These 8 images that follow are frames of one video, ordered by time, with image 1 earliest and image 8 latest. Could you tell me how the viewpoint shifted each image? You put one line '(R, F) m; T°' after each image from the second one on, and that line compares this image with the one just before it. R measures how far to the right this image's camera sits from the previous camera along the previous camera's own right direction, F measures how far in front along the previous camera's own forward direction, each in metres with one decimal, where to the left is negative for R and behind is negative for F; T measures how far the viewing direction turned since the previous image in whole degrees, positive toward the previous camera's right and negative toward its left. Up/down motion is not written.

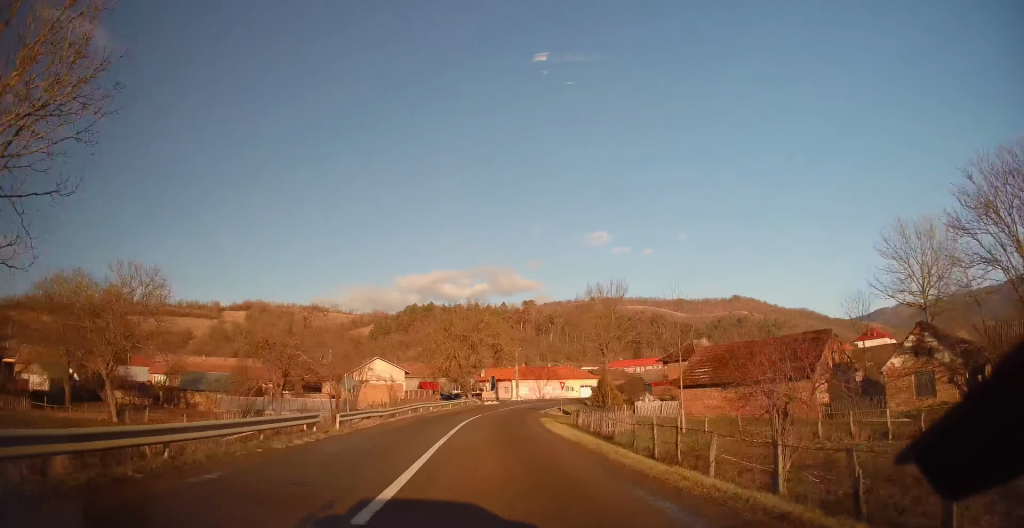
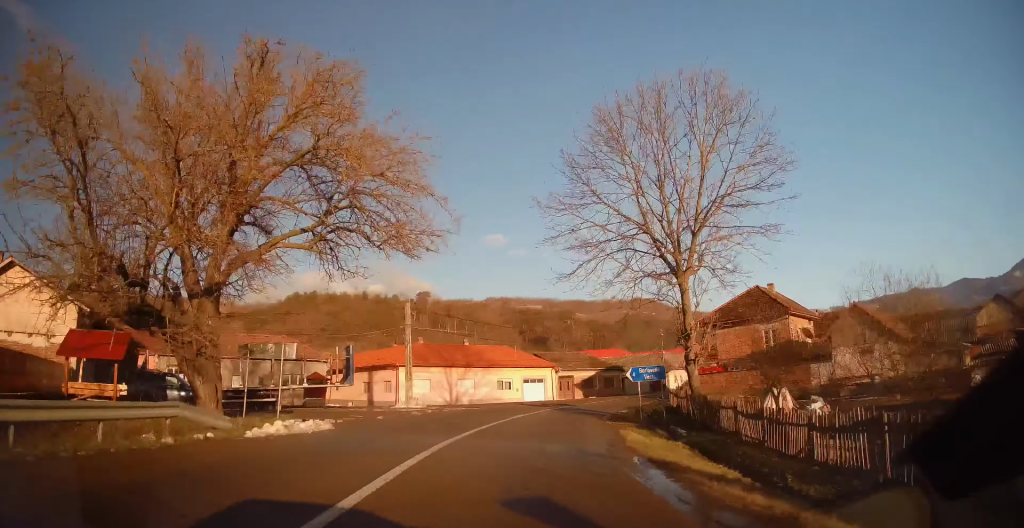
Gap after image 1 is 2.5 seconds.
(+3.4, +46.2) m; +14°
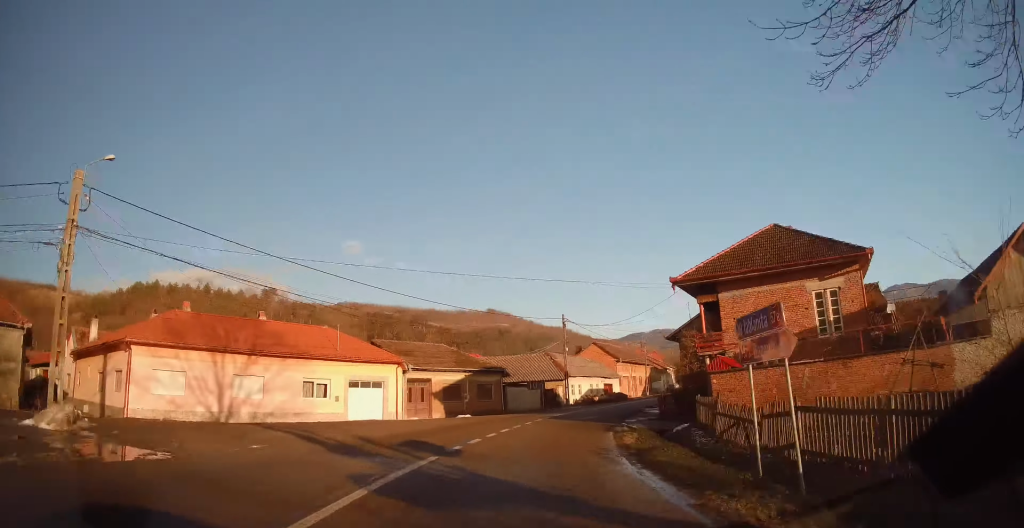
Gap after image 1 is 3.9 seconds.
(+3.2, +23.4) m; +17°
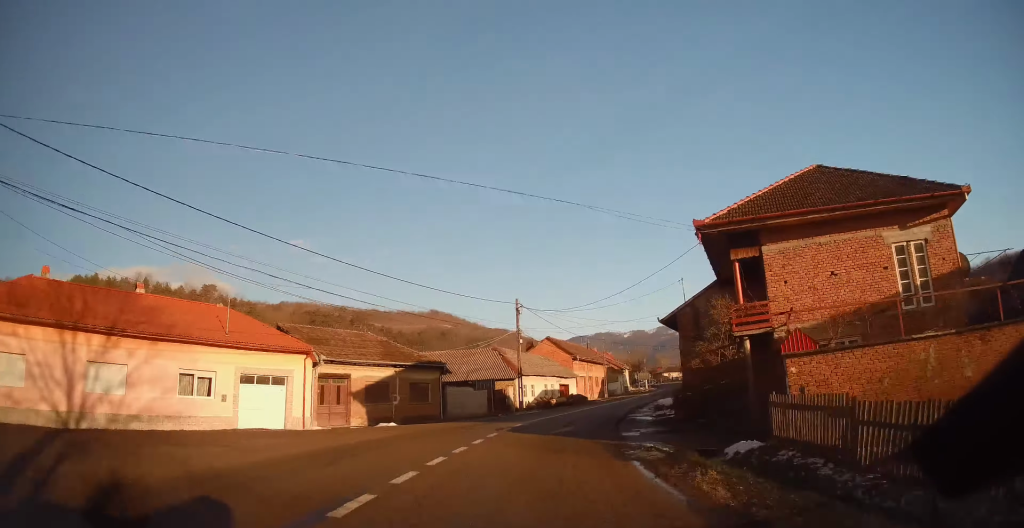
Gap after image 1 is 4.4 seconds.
(+0.6, +8.6) m; +7°
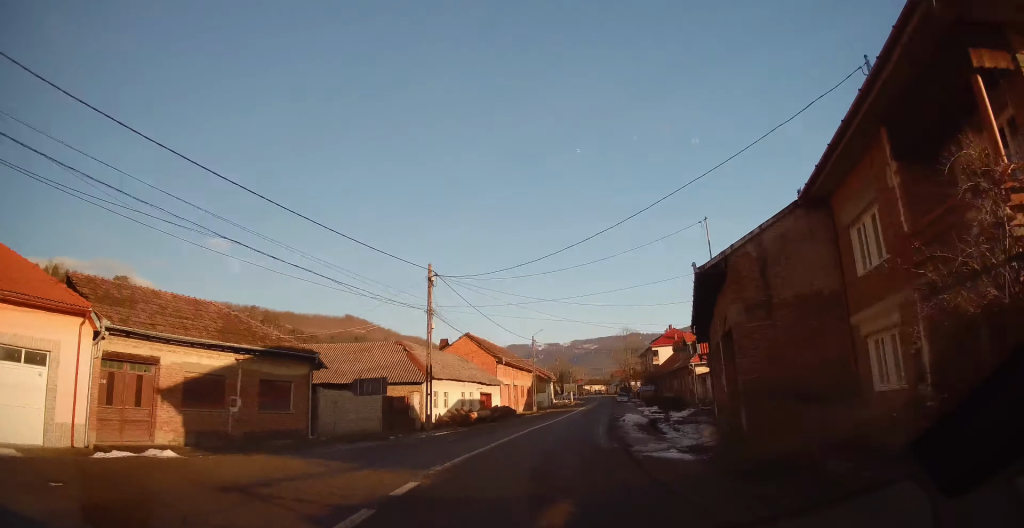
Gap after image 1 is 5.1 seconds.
(+1.0, +12.0) m; +8°
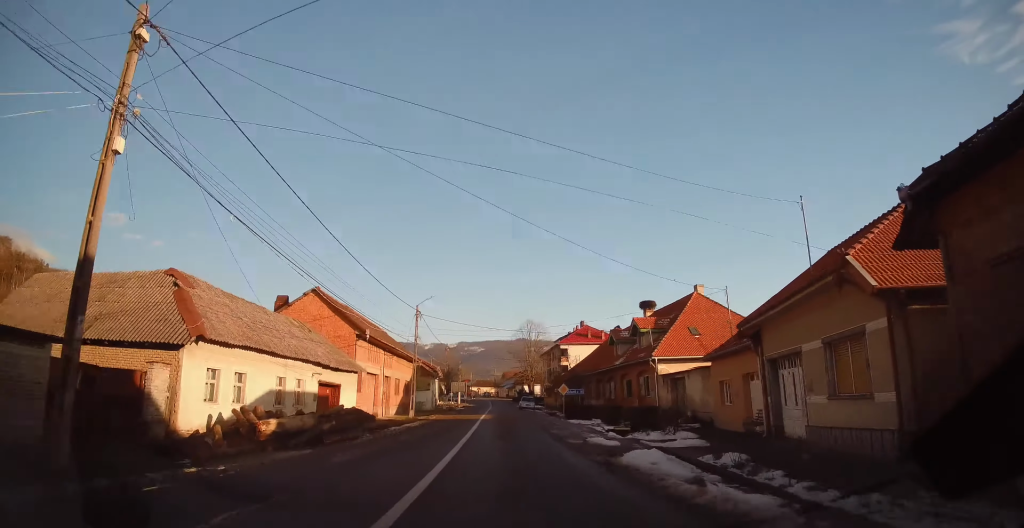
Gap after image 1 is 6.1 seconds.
(+1.9, +18.2) m; +8°
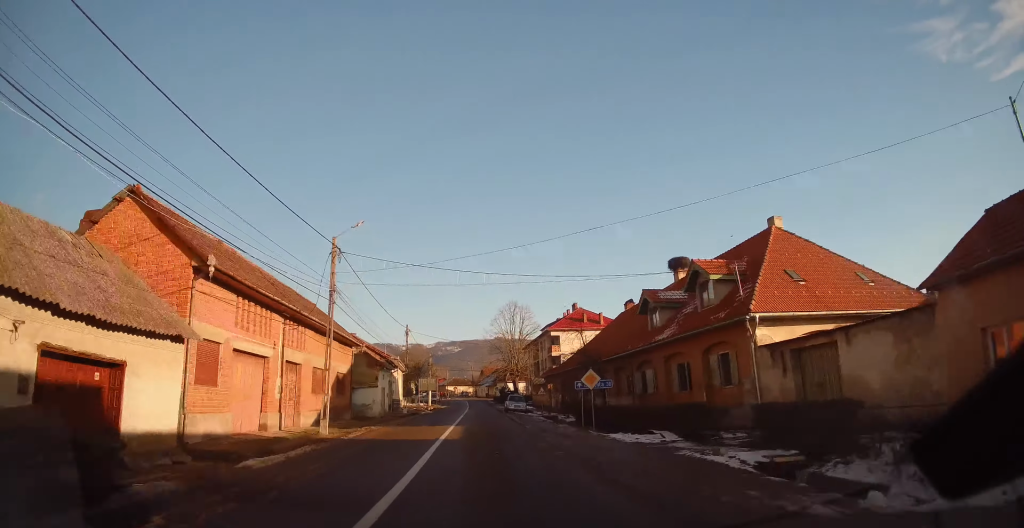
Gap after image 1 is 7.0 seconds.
(+0.5, +16.5) m; +2°
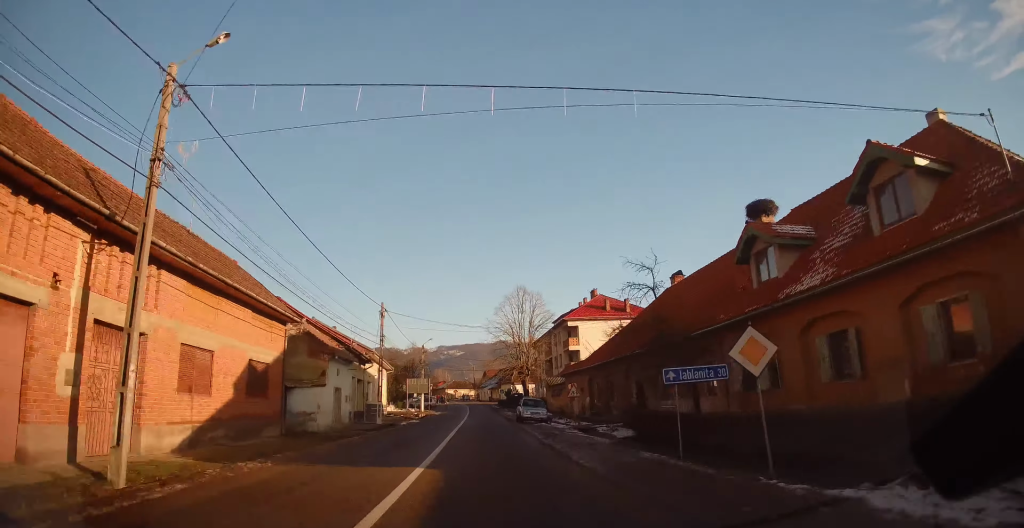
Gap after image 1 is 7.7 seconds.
(+0.1, +13.2) m; 0°
